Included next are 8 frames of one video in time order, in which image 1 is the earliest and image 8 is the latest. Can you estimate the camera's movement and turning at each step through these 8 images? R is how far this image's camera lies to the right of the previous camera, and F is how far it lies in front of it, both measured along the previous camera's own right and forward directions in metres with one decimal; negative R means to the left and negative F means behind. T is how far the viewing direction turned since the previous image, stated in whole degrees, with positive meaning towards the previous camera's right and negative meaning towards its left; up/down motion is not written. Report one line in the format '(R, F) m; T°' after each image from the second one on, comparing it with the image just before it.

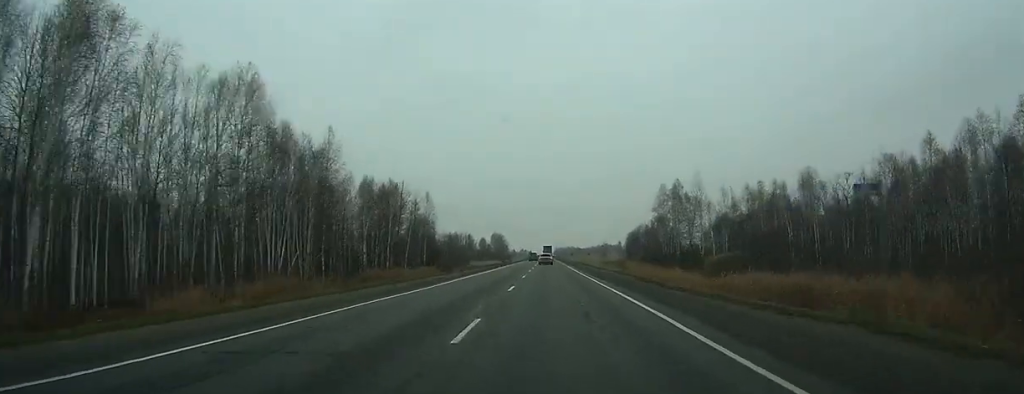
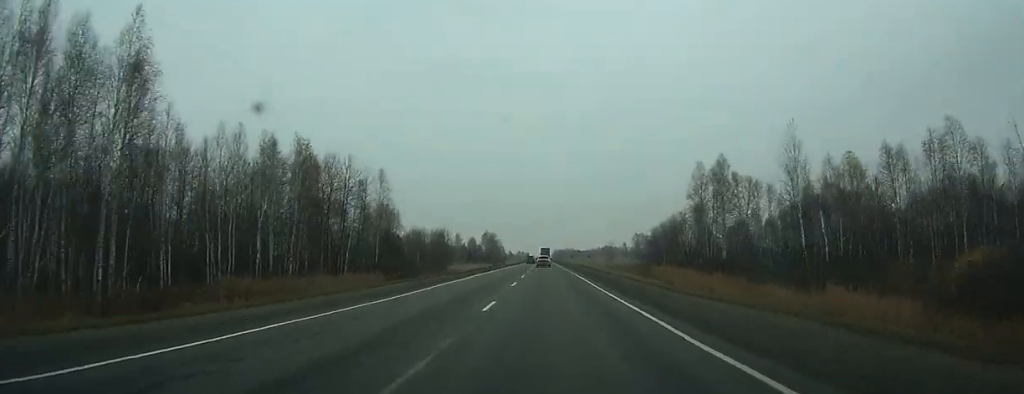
(0.0, +30.9) m; 0°
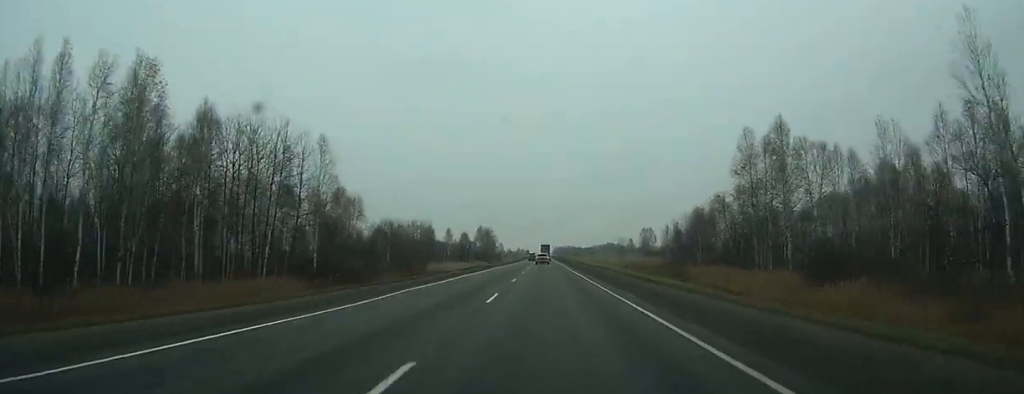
(0.0, +22.3) m; 0°
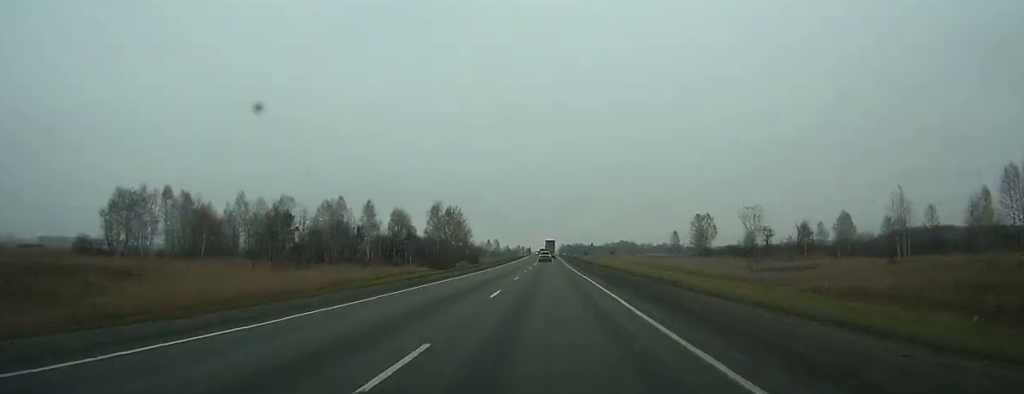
(+0.3, +94.7) m; 0°
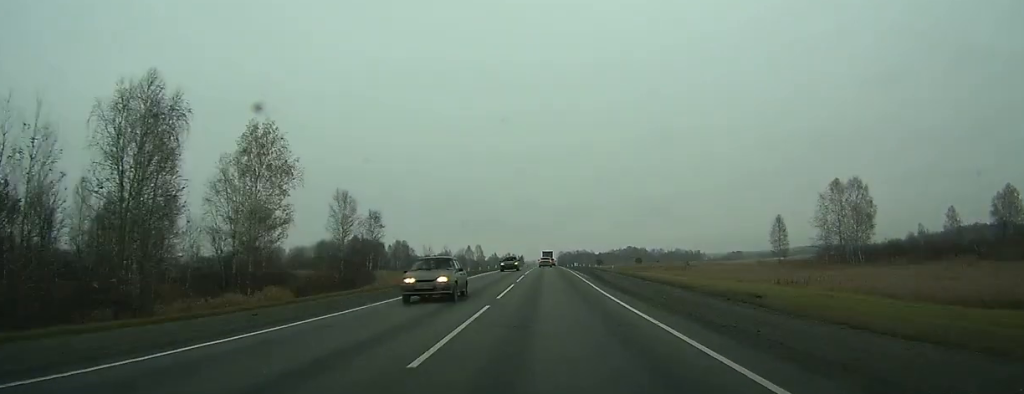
(-0.2, +94.7) m; 0°
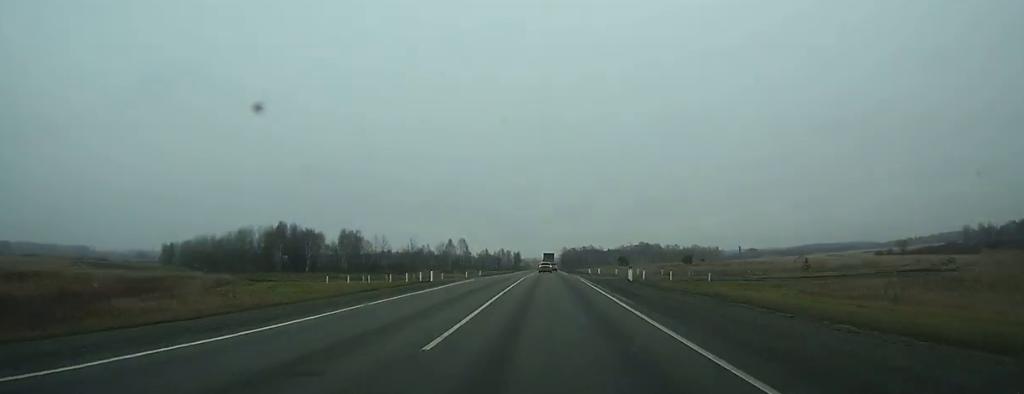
(+0.2, +70.7) m; 0°
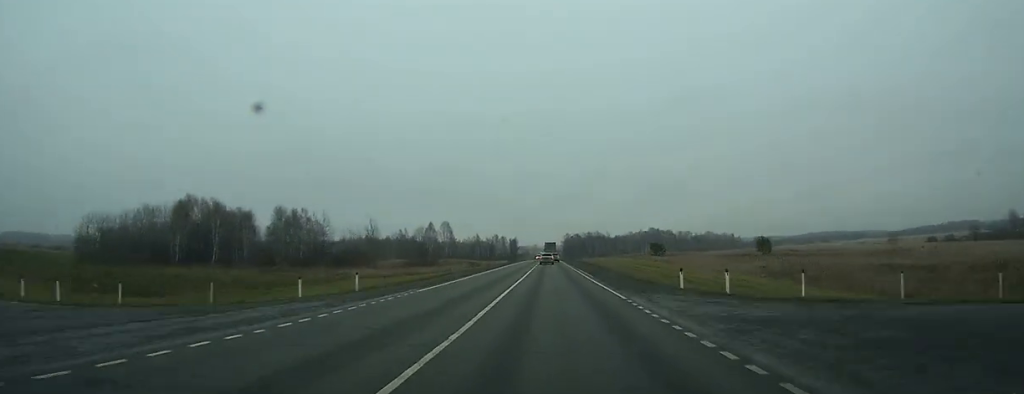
(-0.1, +48.3) m; 0°
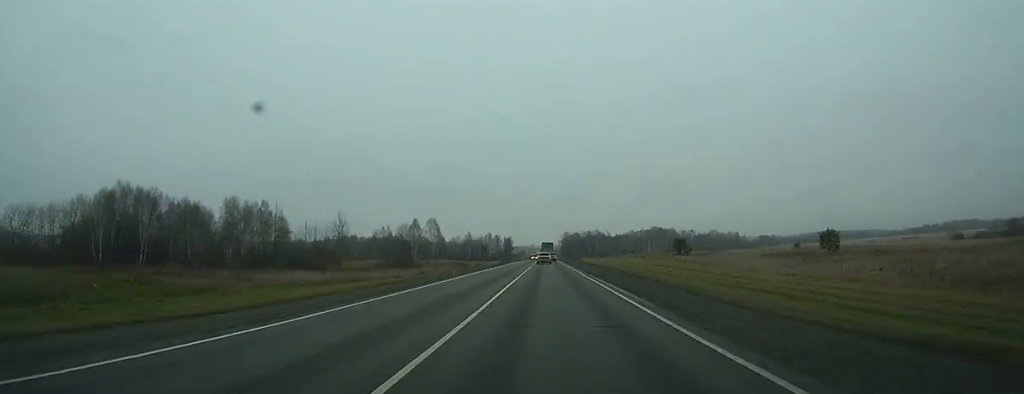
(0.0, +22.4) m; 0°
